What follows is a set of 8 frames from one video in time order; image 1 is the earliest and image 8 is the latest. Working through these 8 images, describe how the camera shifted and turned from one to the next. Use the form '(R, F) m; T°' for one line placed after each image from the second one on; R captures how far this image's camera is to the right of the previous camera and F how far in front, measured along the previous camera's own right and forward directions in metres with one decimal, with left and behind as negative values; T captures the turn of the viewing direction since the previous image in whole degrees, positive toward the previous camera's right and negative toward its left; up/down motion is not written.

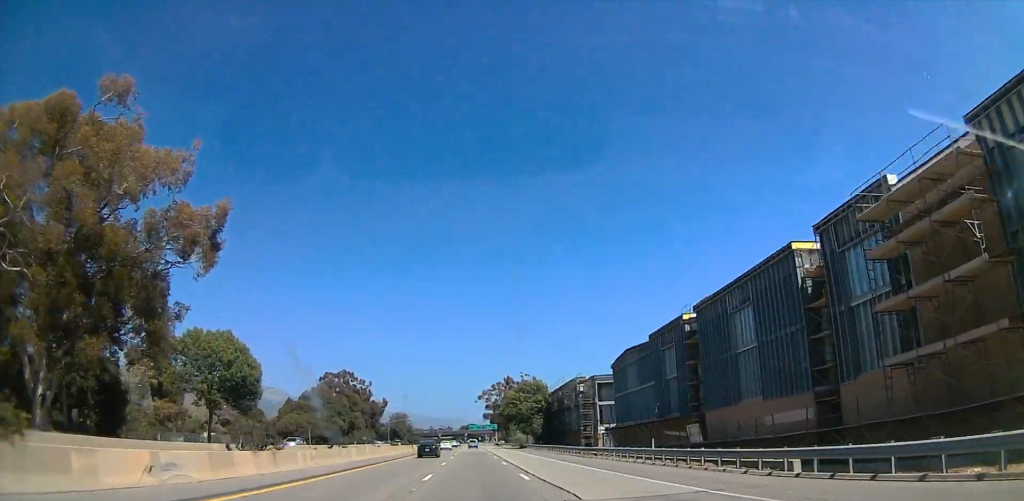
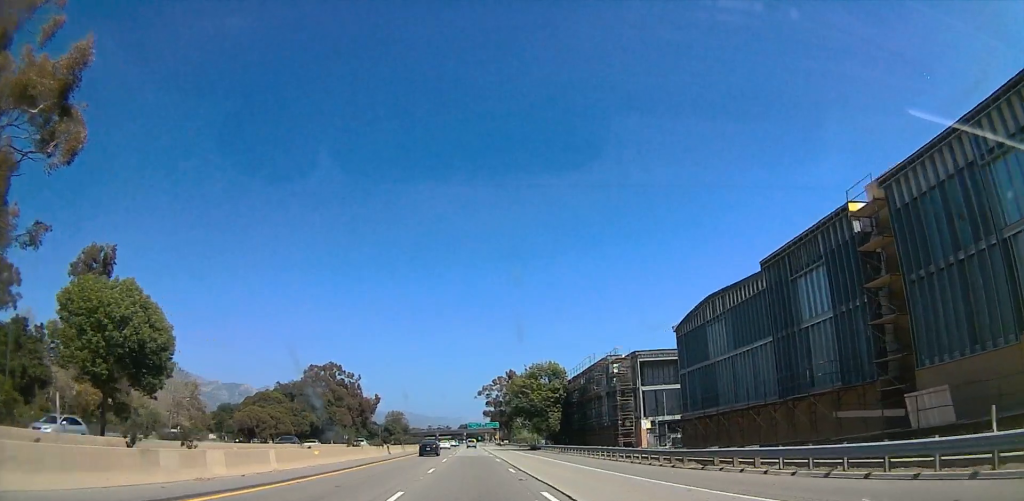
(0.0, +22.4) m; 0°
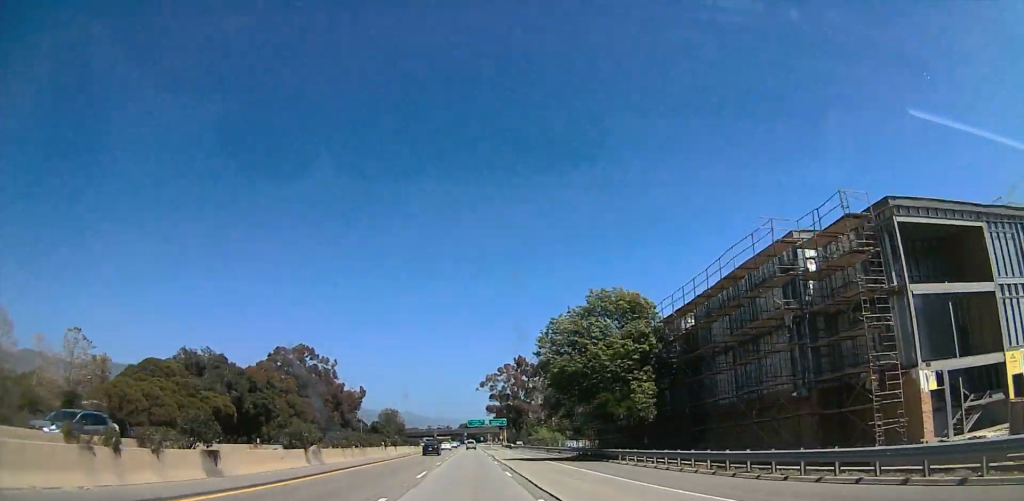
(0.0, +44.1) m; 0°
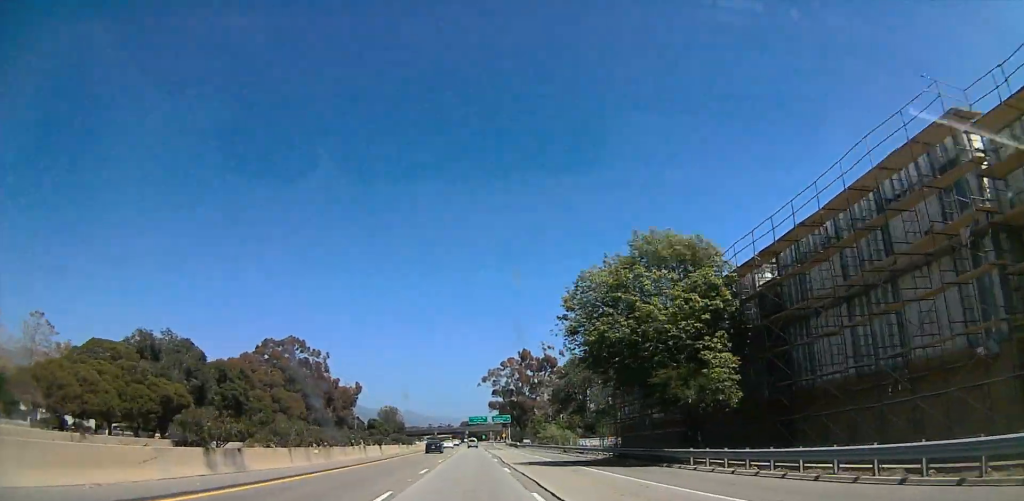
(0.0, +13.3) m; 0°
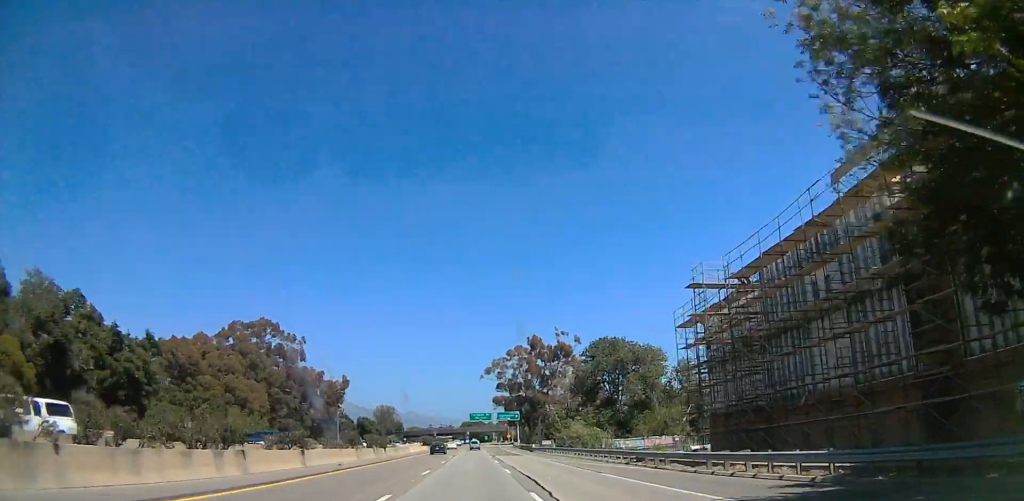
(0.0, +29.4) m; 0°
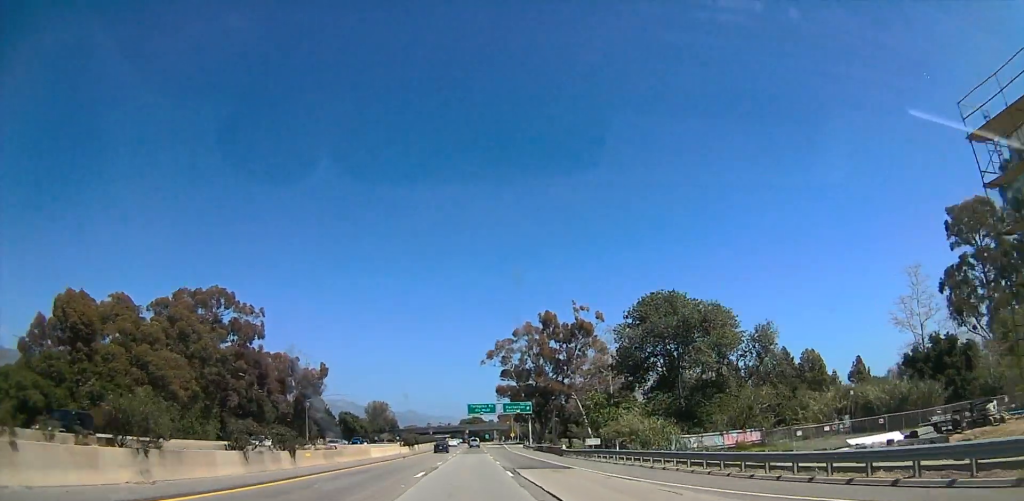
(0.0, +34.3) m; 0°
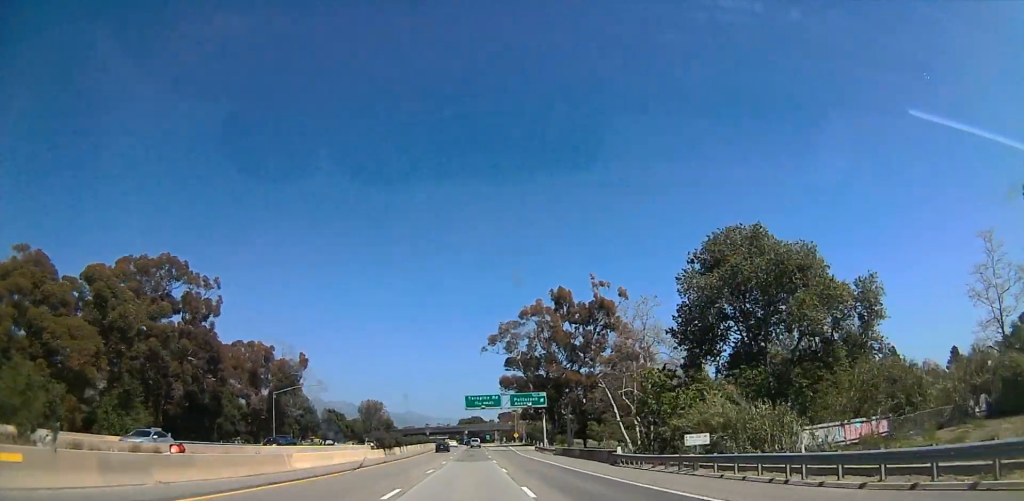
(0.0, +25.7) m; 0°
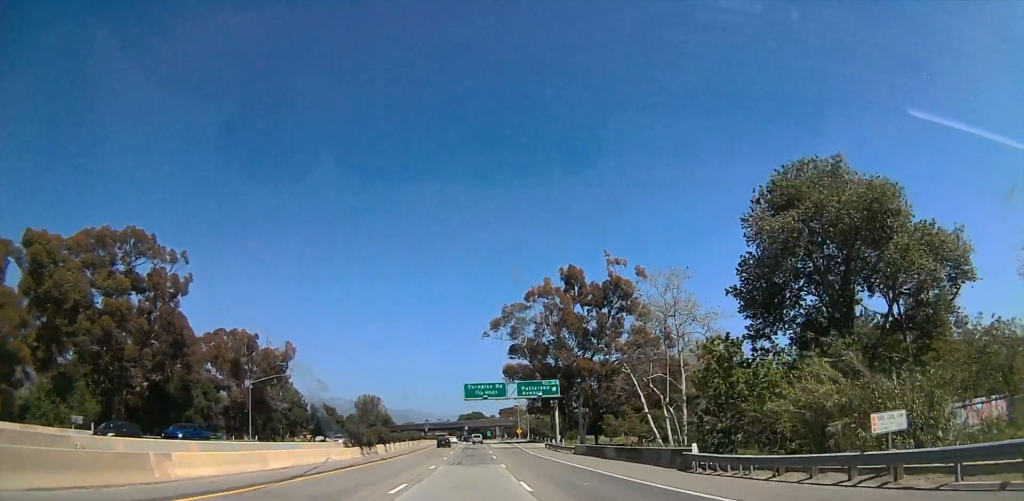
(0.0, +14.6) m; 0°
